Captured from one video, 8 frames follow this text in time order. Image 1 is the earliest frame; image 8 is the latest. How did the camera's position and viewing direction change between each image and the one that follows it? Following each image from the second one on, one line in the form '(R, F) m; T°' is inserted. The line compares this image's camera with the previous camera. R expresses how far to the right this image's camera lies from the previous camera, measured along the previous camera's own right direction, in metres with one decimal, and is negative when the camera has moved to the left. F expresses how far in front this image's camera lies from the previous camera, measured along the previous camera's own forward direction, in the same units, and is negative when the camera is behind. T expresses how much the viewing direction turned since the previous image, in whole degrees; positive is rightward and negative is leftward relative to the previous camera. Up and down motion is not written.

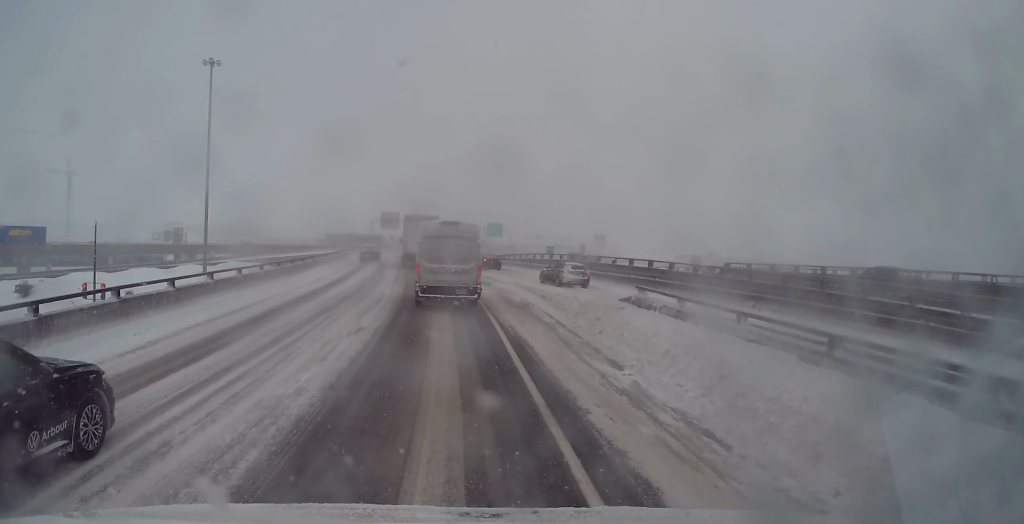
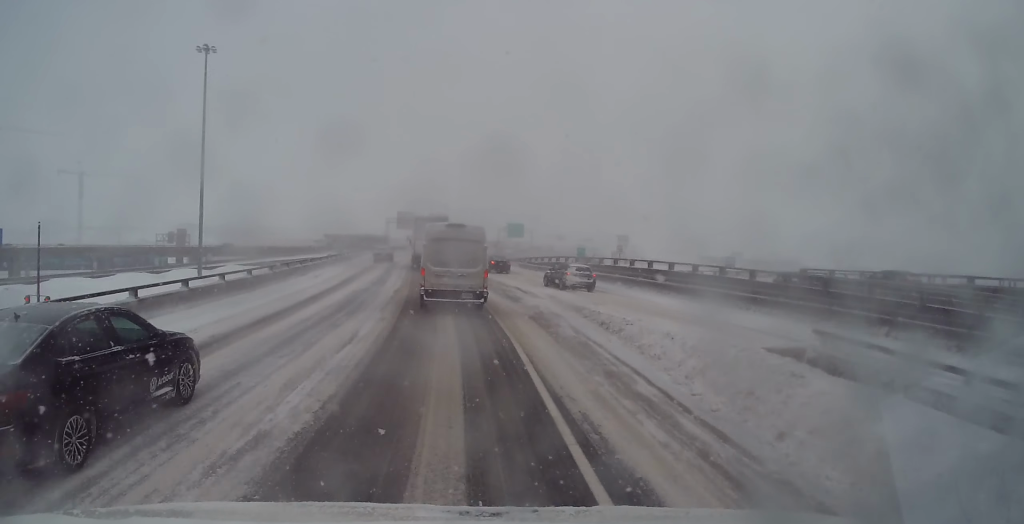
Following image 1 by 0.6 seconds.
(-0.1, +8.5) m; -1°
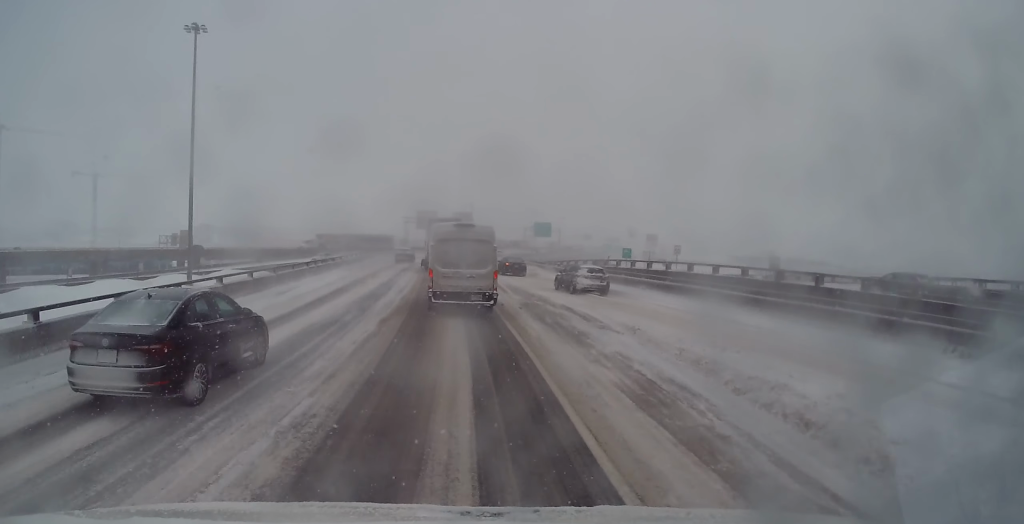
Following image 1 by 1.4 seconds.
(0.0, +10.2) m; -1°
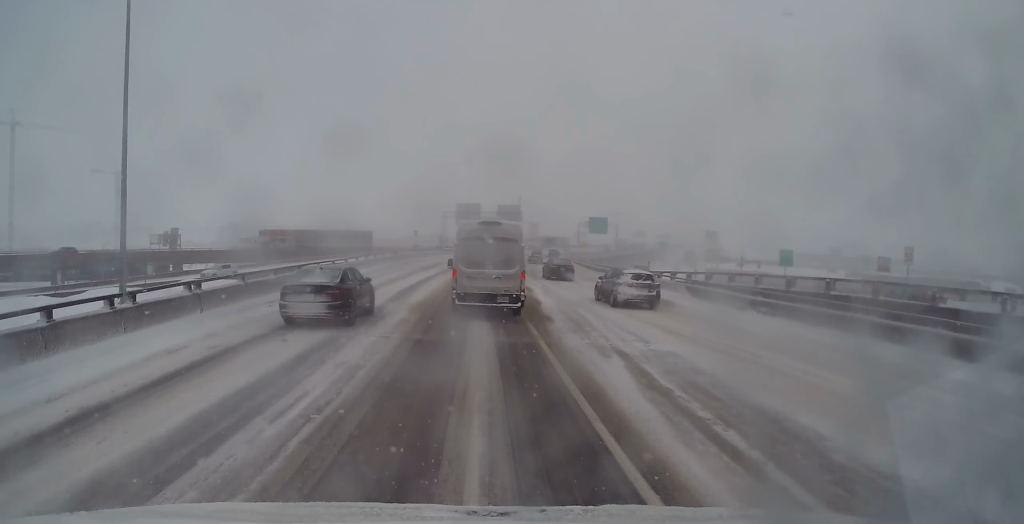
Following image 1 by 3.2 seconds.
(-1.1, +23.7) m; -3°
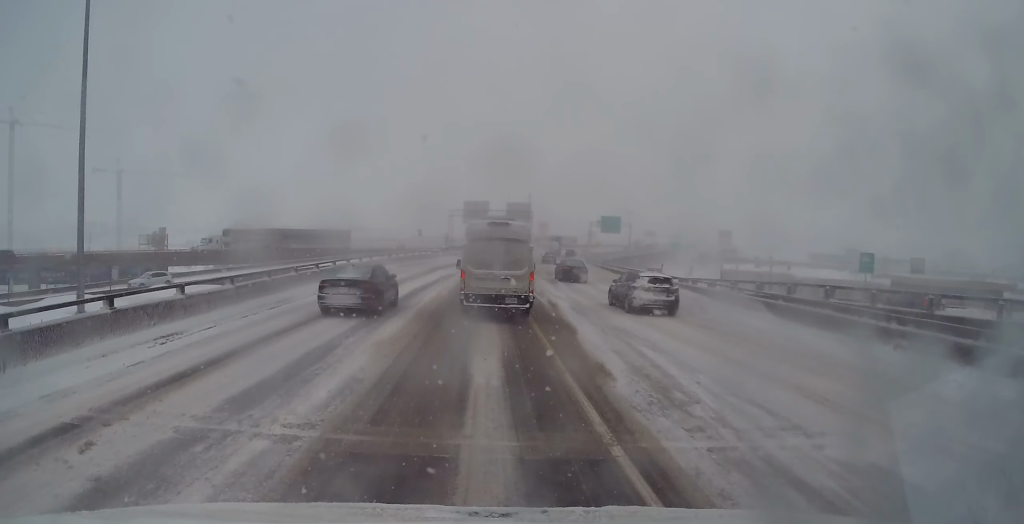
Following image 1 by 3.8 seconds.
(+0.1, +7.2) m; -1°
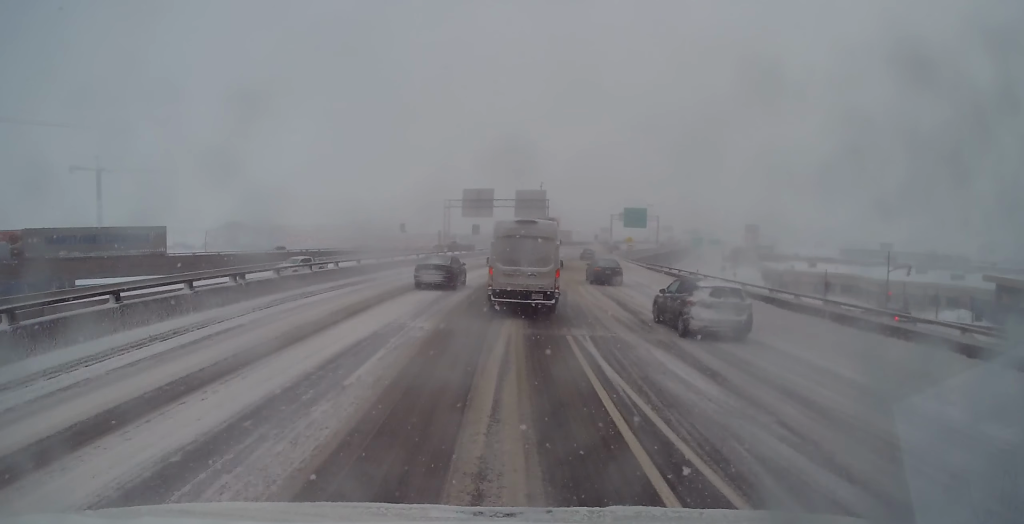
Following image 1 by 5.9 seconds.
(-0.5, +26.6) m; 0°
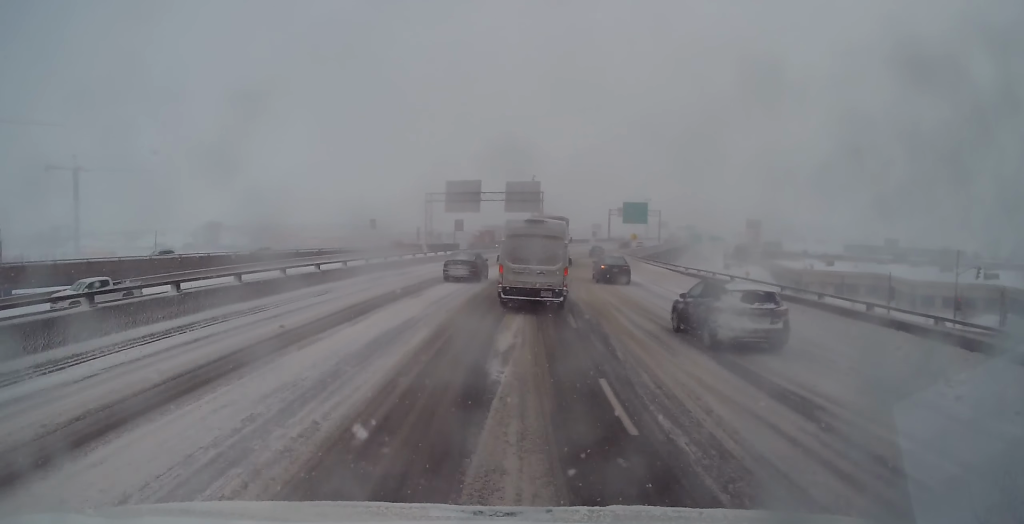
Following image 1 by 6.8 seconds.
(+0.2, +12.3) m; +2°
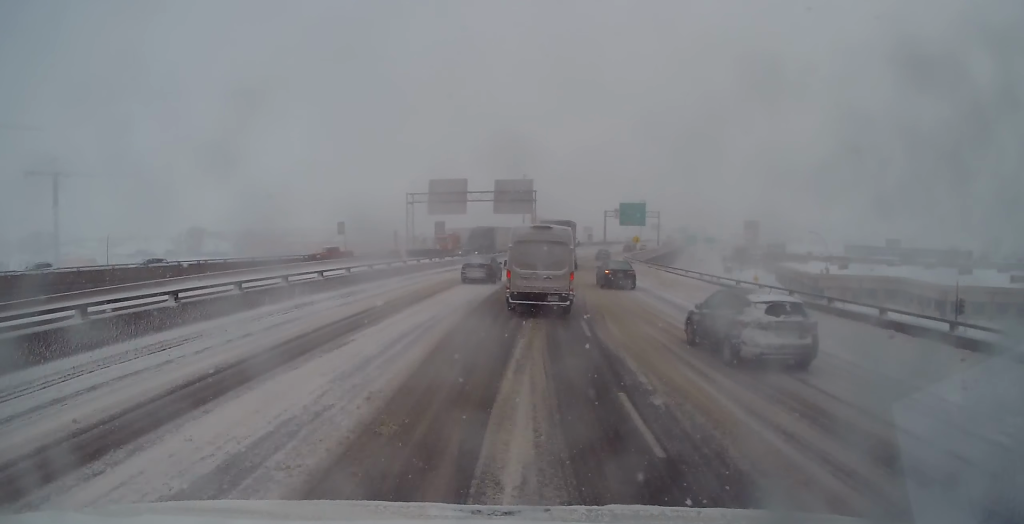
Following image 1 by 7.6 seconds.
(+0.1, +9.4) m; +1°
